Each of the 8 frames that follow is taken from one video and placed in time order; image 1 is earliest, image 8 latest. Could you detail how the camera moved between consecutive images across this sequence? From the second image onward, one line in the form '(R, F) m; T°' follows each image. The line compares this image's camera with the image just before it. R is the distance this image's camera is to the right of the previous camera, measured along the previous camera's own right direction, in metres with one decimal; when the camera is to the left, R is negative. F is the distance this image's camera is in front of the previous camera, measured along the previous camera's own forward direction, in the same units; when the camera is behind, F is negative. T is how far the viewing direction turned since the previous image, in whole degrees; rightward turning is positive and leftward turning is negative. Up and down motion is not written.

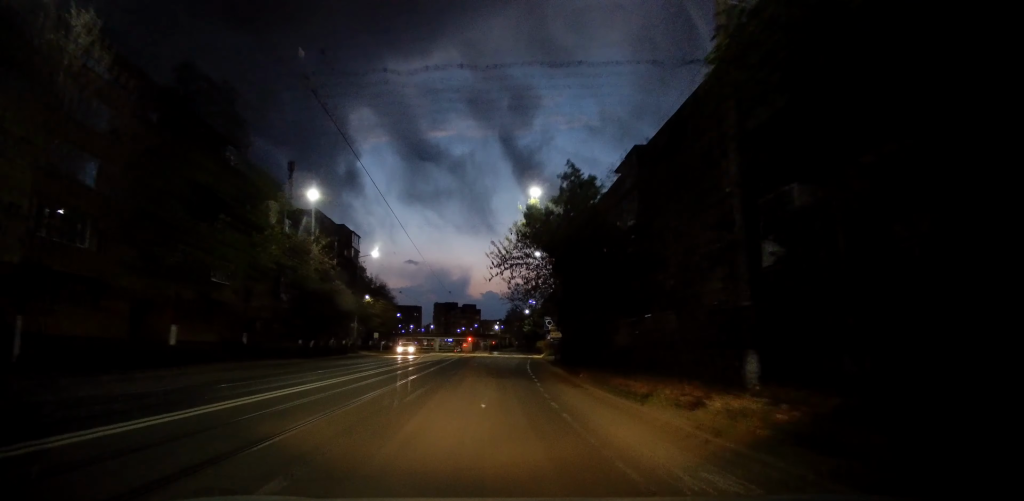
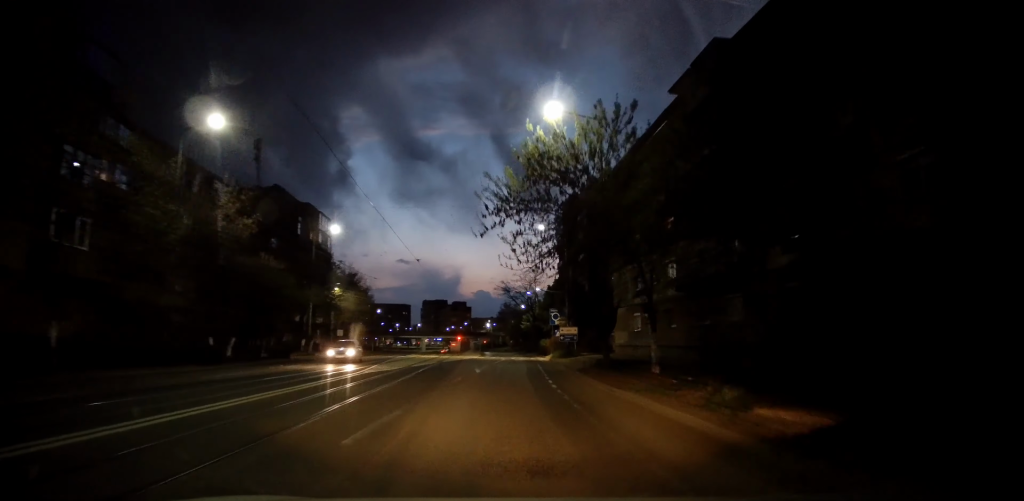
(+0.2, +14.7) m; 0°
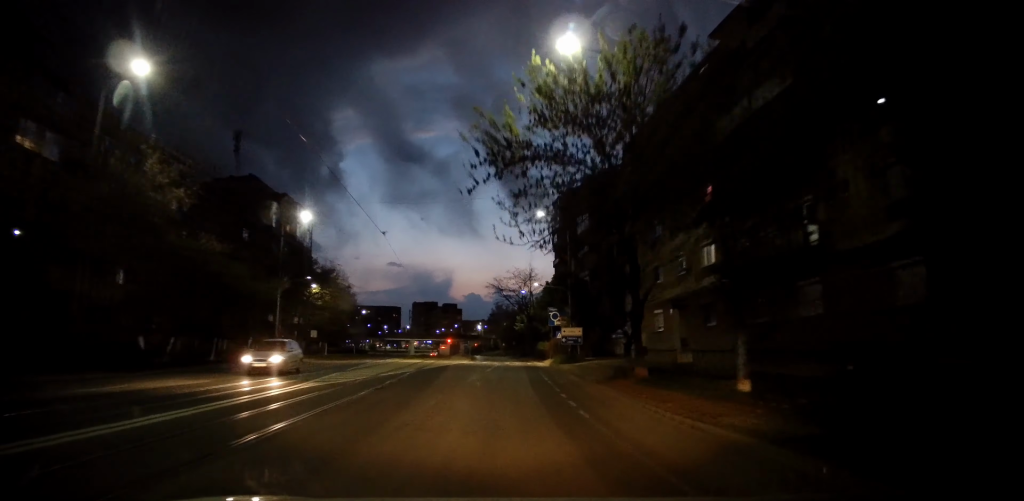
(0.0, +6.5) m; +1°
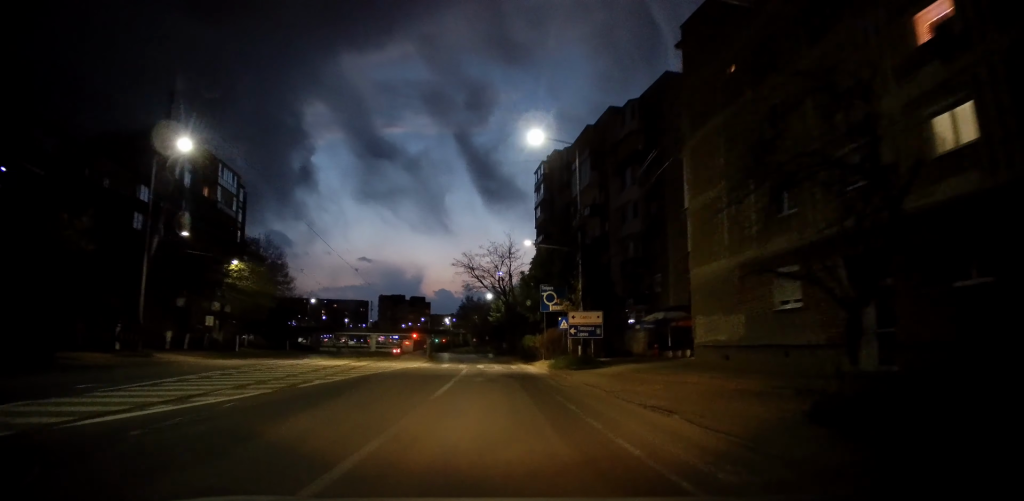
(+0.4, +16.2) m; +4°
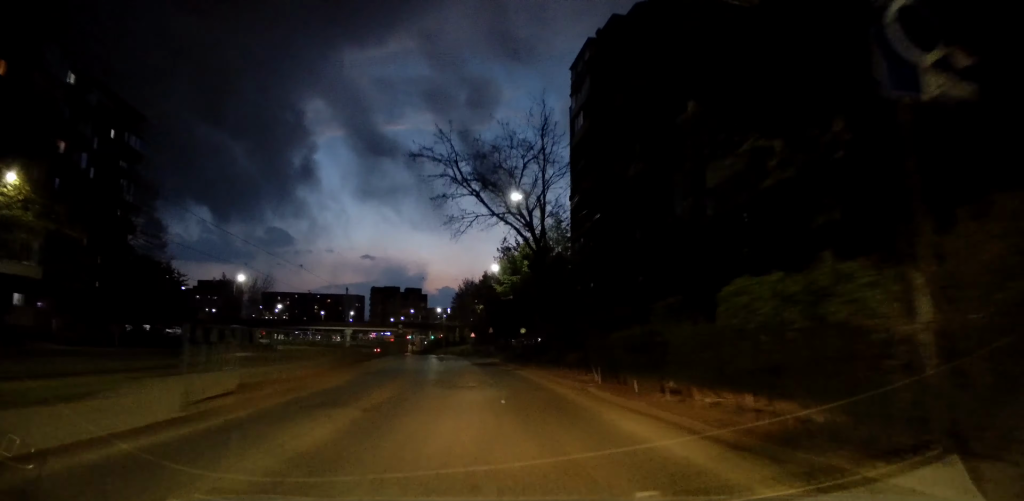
(+1.3, +31.6) m; 0°
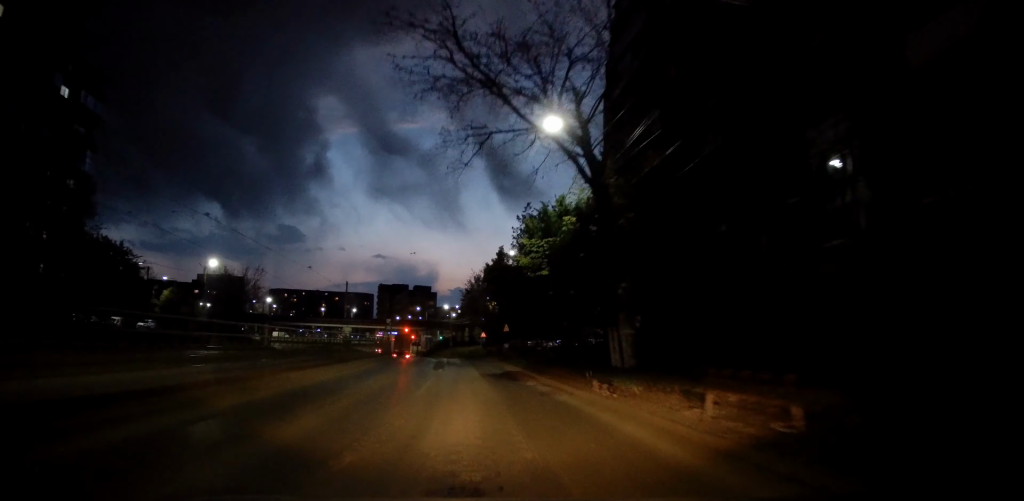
(-0.3, +10.7) m; -2°
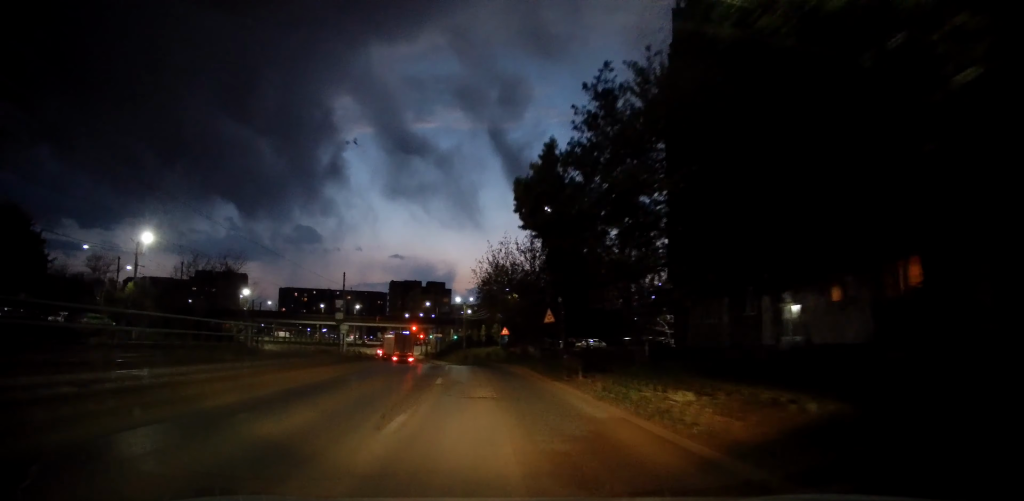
(-0.2, +15.9) m; -1°
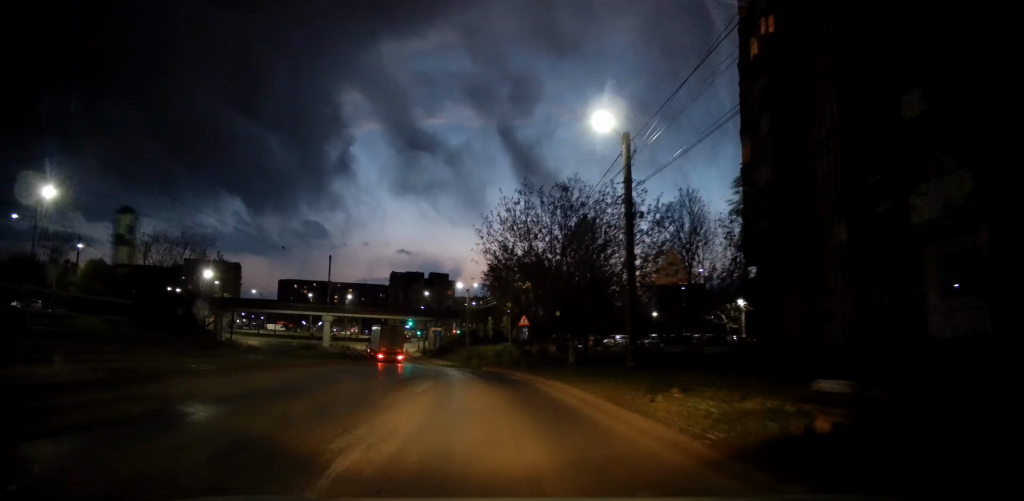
(-0.2, +13.4) m; -2°
